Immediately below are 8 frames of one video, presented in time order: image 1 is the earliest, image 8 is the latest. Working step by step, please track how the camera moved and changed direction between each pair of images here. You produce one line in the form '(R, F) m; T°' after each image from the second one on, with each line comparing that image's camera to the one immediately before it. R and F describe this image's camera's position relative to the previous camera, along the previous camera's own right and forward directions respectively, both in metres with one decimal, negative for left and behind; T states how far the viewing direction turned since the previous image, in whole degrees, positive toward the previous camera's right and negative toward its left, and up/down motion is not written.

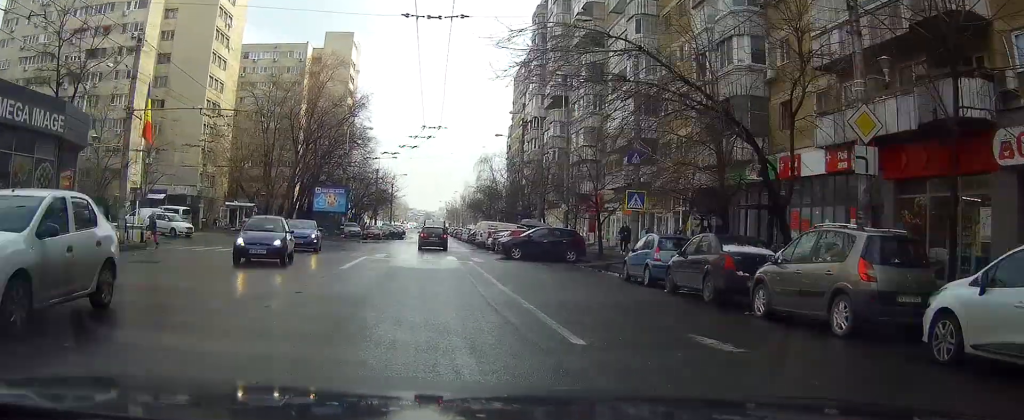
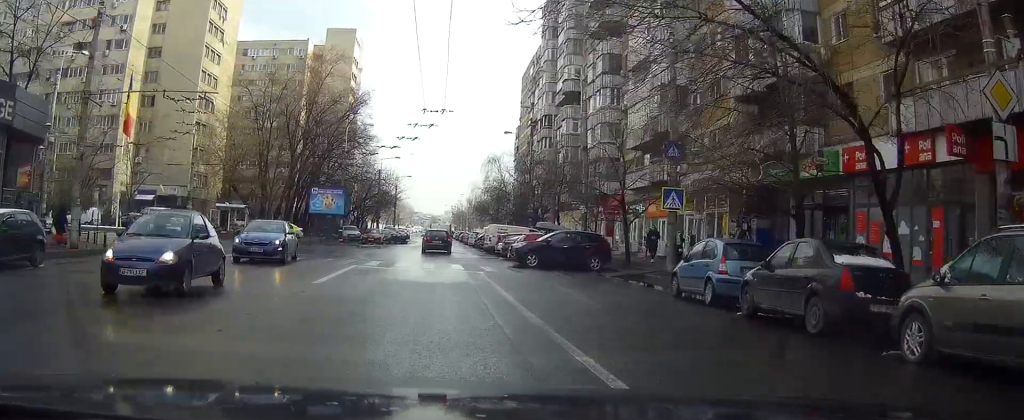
(-0.1, +4.7) m; -1°
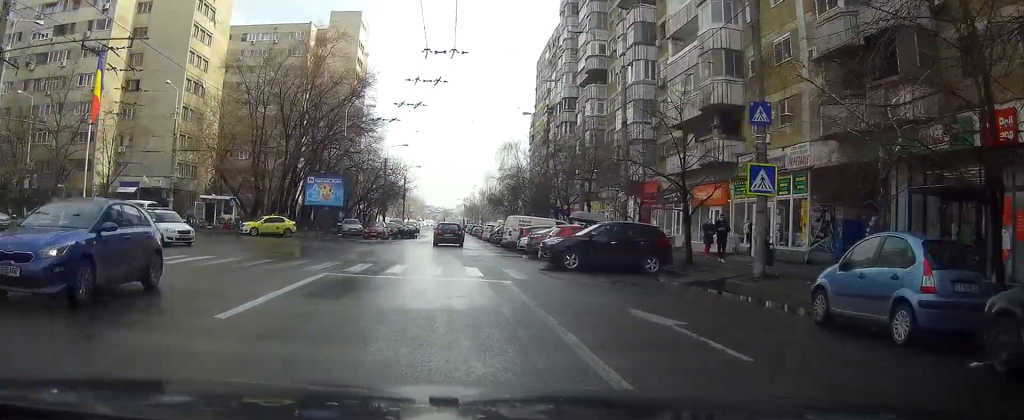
(-0.1, +7.2) m; -1°
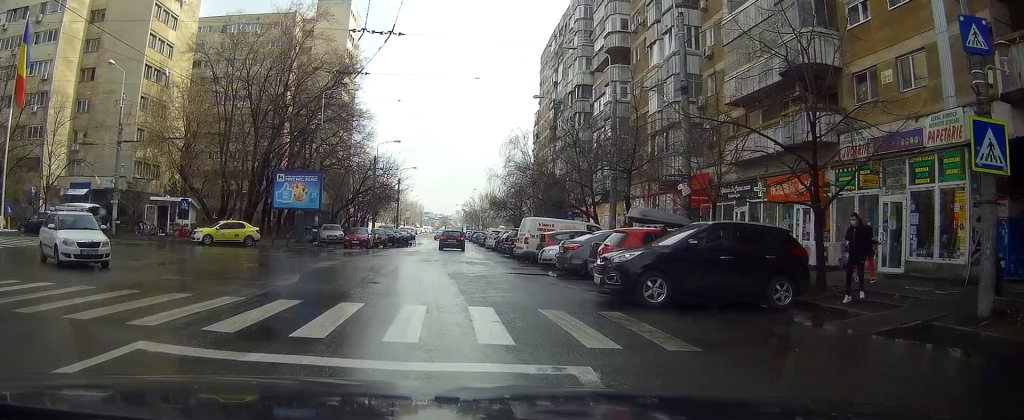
(0.0, +10.9) m; +3°
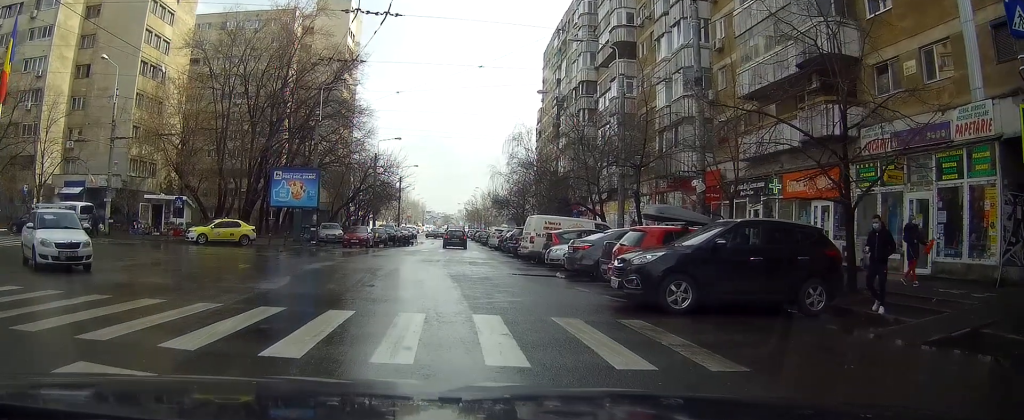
(+0.1, +1.6) m; +4°
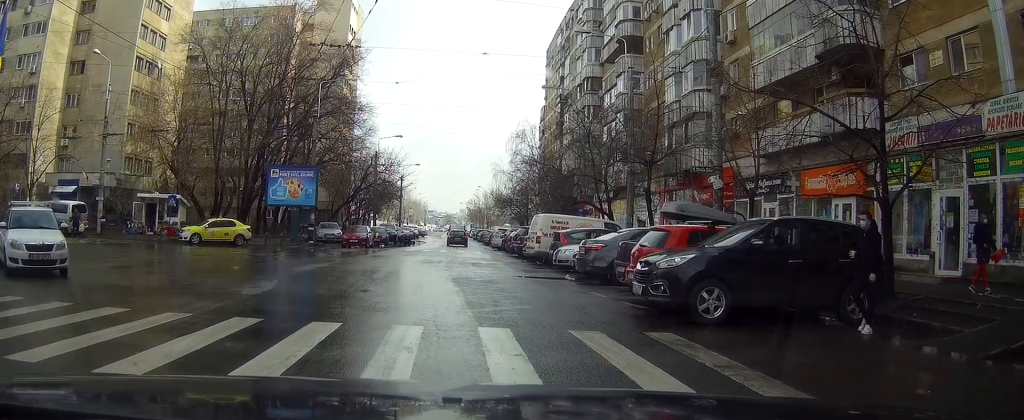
(+0.1, +1.4) m; +1°
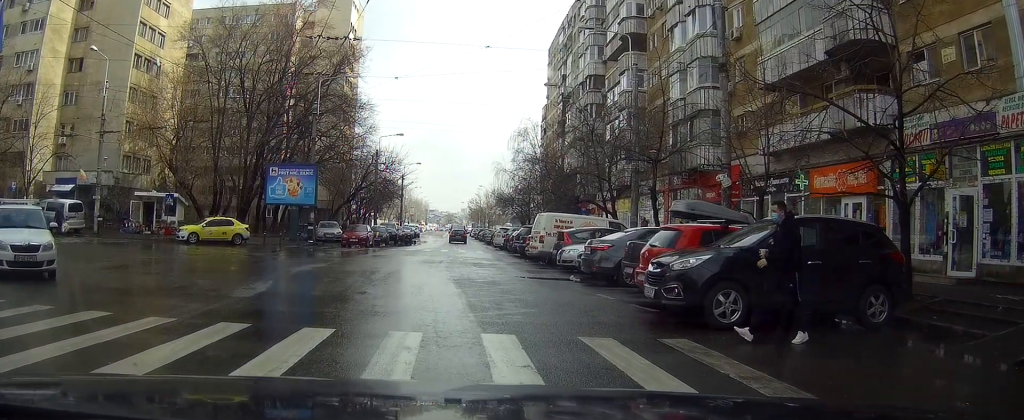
(0.0, +0.6) m; 0°
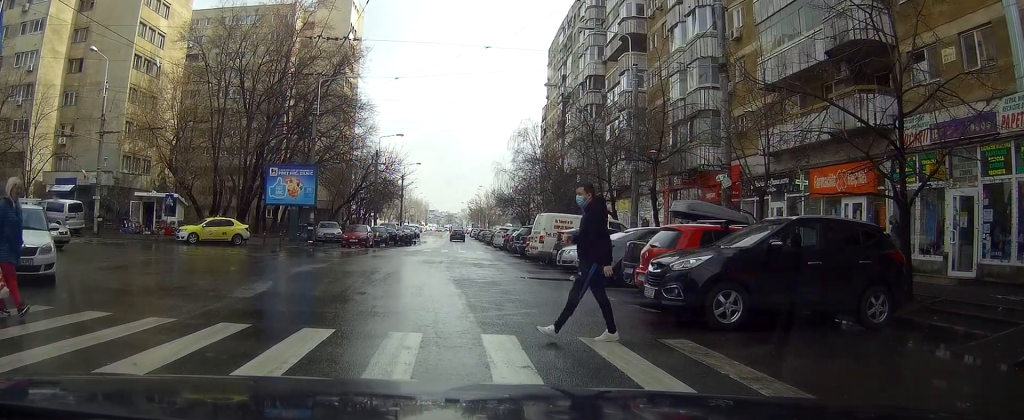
(-0.2, +0.4) m; 0°
